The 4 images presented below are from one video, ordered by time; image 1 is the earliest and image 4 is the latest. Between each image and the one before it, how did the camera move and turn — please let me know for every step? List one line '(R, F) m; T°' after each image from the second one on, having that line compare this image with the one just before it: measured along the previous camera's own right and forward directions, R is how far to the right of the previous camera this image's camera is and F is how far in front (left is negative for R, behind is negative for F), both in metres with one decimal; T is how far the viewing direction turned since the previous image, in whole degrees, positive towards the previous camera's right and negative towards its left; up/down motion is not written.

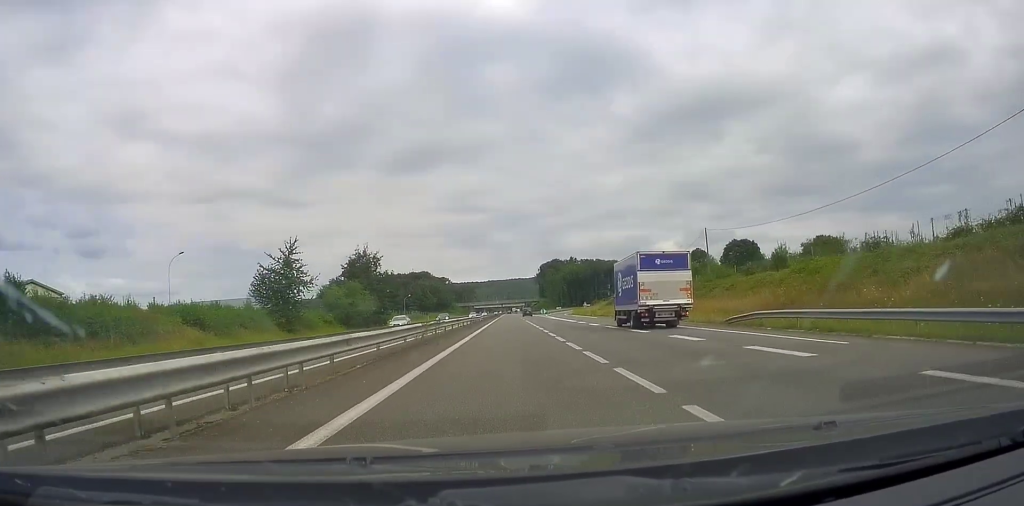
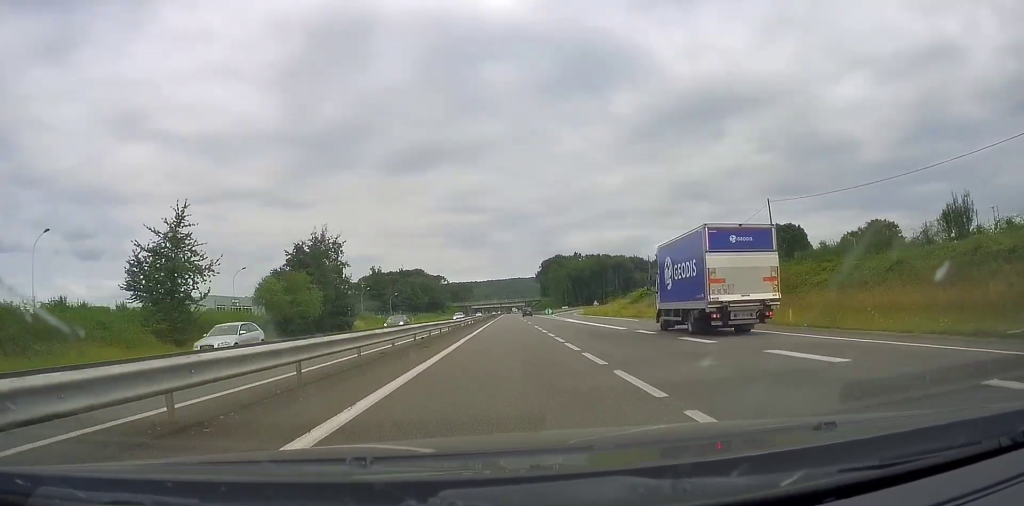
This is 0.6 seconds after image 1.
(+0.3, +21.6) m; +1°
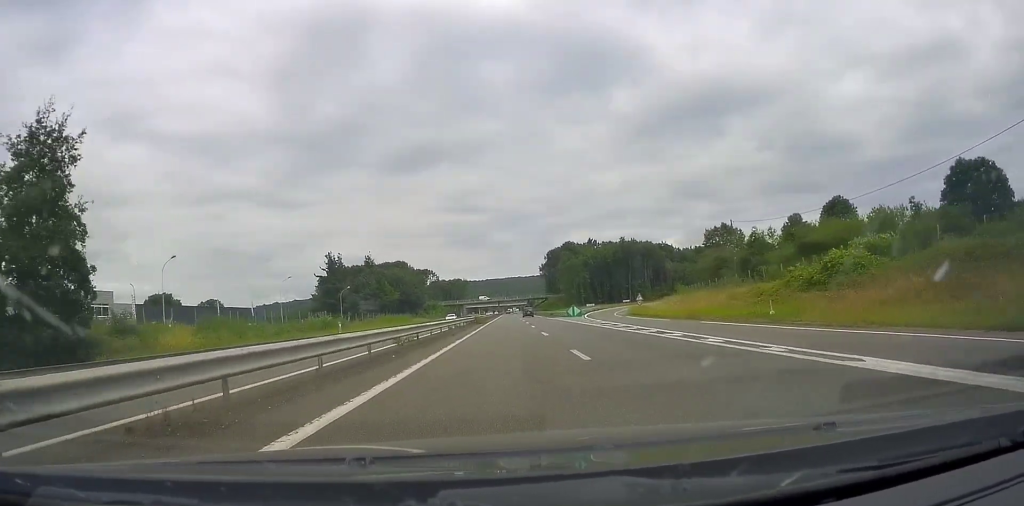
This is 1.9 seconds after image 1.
(+0.1, +50.2) m; 0°
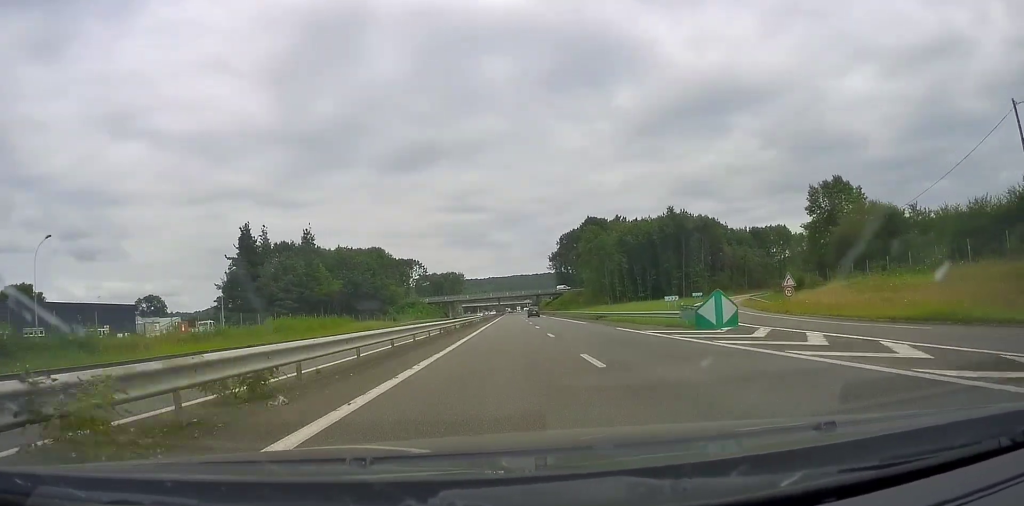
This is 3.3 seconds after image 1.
(-0.6, +52.7) m; -1°
